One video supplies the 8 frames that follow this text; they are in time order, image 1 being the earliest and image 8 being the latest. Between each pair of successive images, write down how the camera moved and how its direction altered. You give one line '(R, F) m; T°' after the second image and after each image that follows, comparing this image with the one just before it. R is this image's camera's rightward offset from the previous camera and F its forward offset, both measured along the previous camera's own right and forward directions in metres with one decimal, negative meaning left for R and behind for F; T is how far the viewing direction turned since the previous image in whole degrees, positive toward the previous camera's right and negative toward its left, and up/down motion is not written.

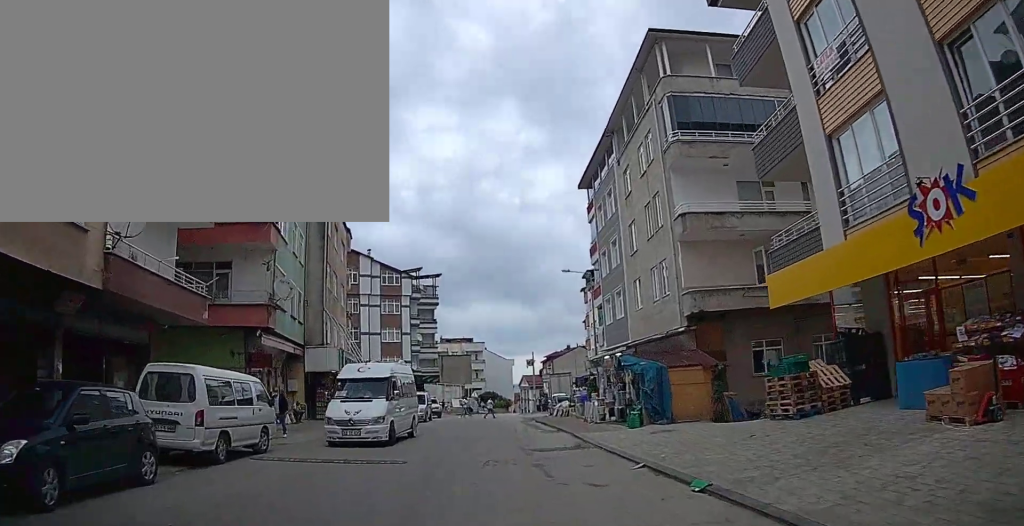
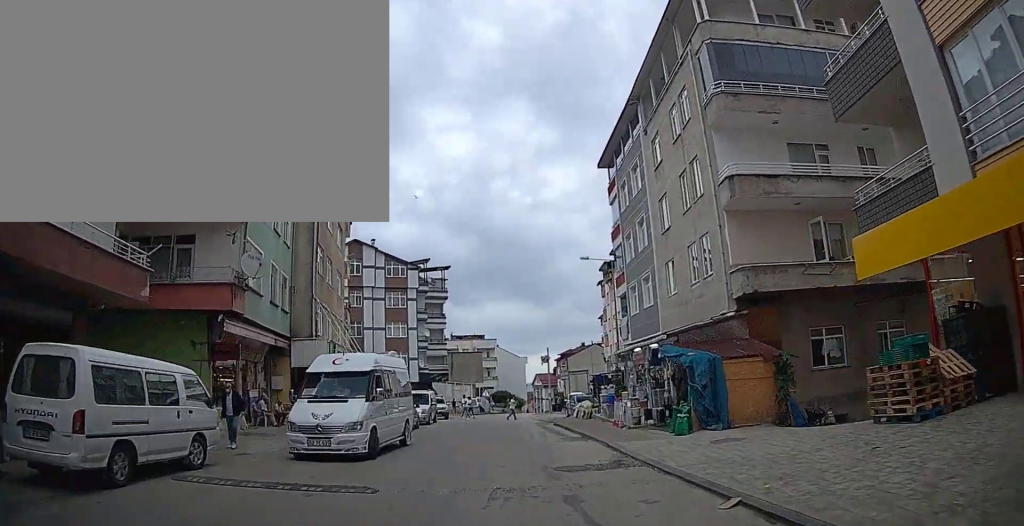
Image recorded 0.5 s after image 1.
(-0.1, +3.7) m; -2°
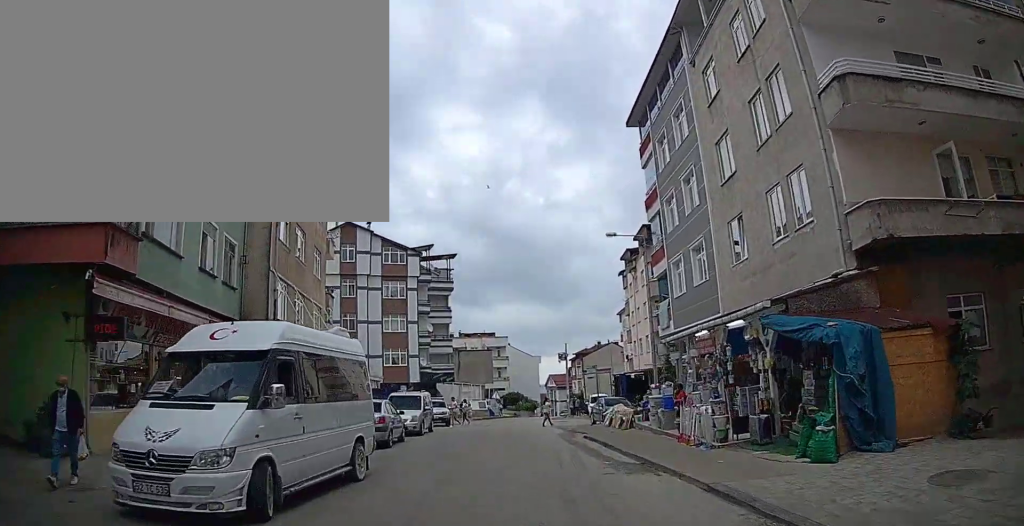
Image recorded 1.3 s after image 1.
(0.0, +6.3) m; 0°
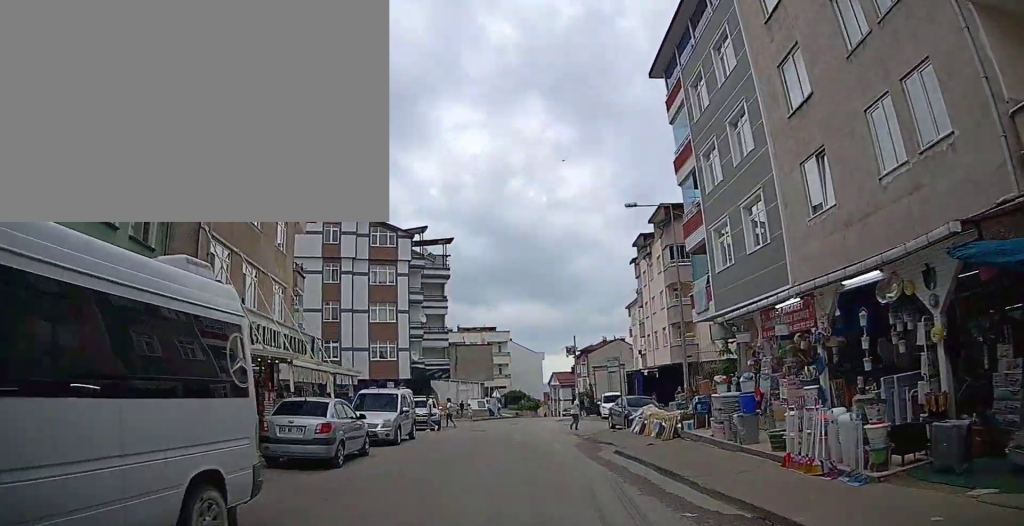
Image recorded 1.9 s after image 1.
(0.0, +5.2) m; 0°
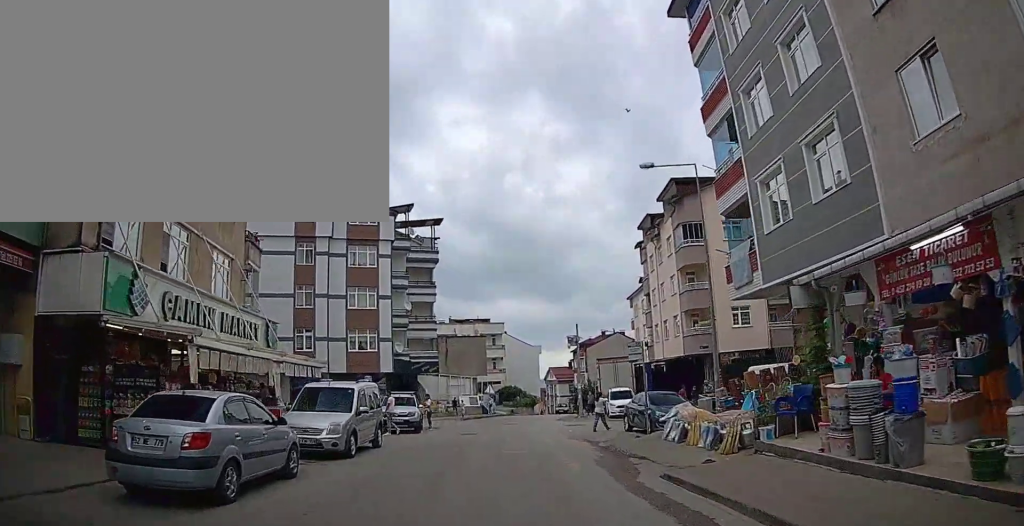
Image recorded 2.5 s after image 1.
(0.0, +4.6) m; 0°
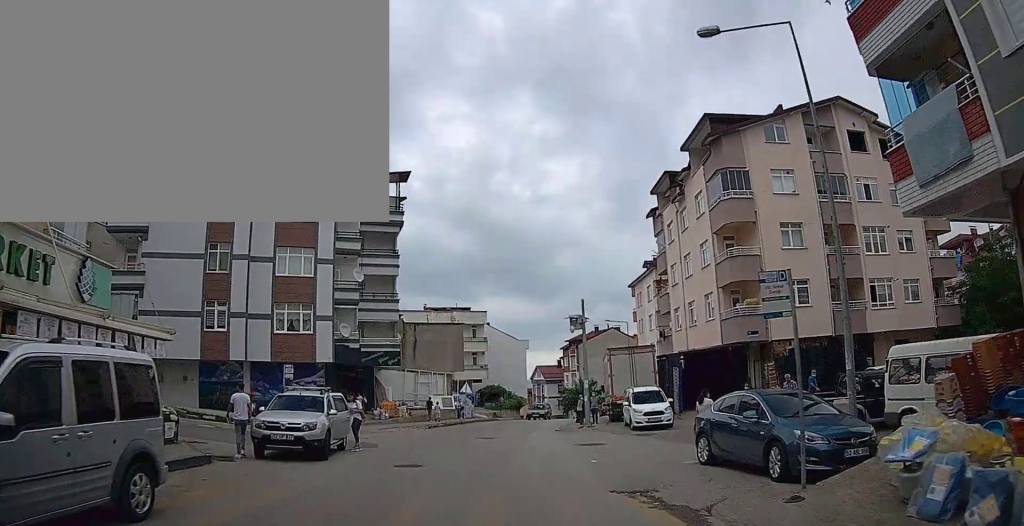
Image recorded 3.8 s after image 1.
(-0.1, +10.0) m; 0°
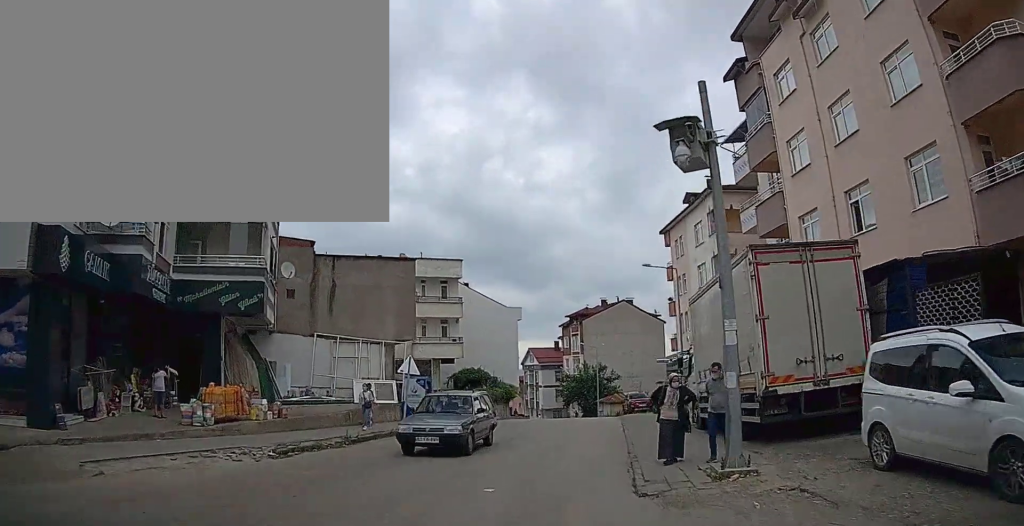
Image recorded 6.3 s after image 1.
(-0.6, +19.2) m; -2°
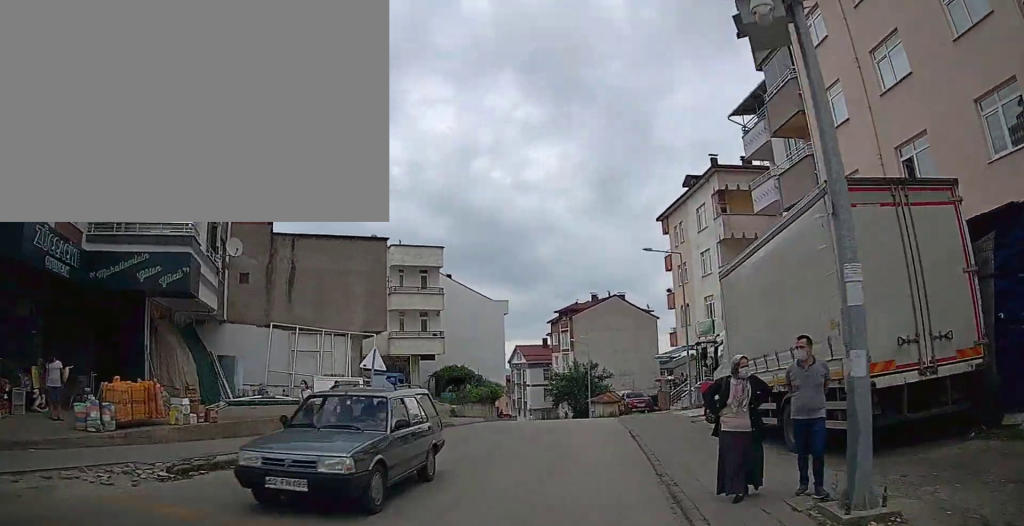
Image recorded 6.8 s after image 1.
(+0.1, +3.5) m; +2°
